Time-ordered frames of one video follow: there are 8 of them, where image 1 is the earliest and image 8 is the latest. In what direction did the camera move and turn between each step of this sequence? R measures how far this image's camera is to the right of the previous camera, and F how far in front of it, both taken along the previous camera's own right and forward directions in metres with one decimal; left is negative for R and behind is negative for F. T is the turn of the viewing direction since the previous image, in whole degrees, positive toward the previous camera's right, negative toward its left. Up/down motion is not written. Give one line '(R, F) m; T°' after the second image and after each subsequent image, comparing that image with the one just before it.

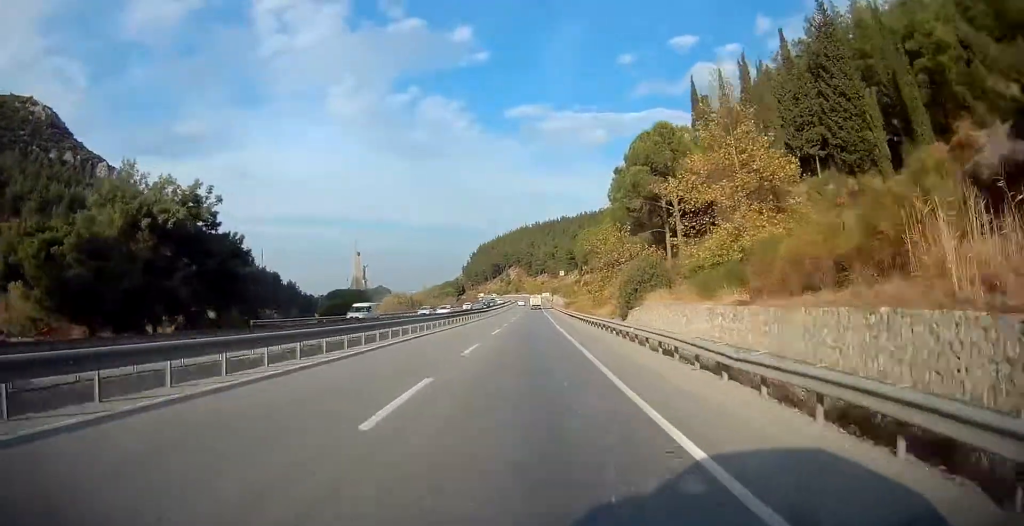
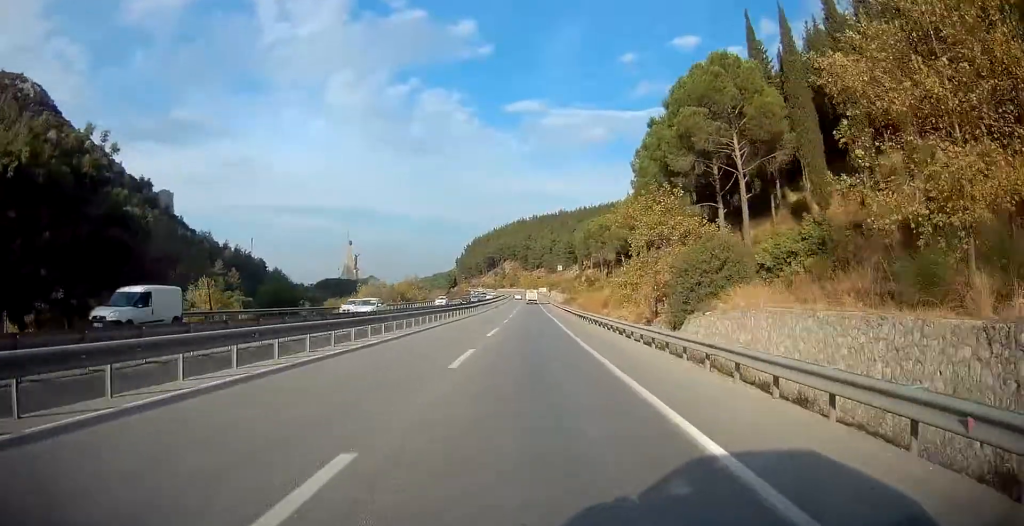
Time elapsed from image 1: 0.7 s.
(+0.2, +15.8) m; +1°
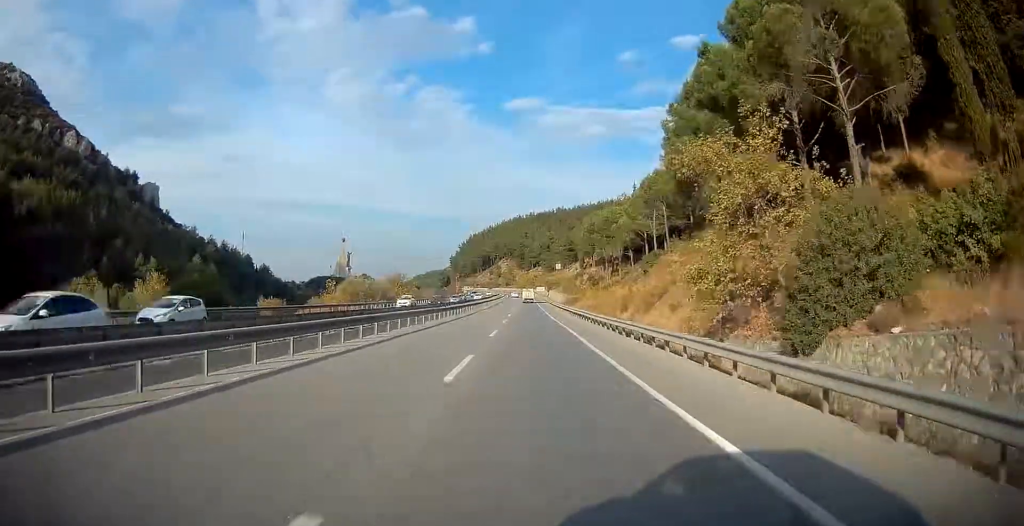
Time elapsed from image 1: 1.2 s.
(+0.1, +14.1) m; +1°
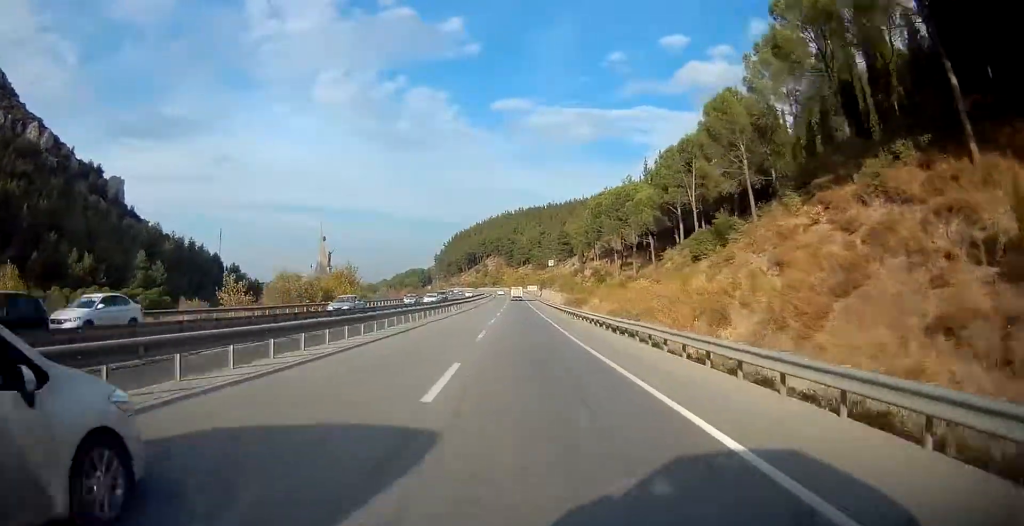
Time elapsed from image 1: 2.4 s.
(+0.2, +26.9) m; 0°
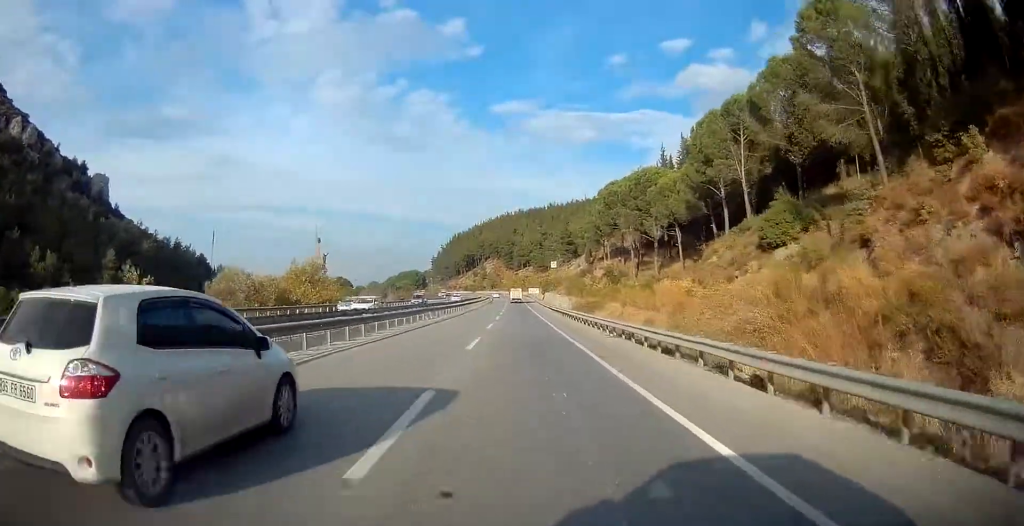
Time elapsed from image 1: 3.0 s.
(-0.1, +15.2) m; 0°
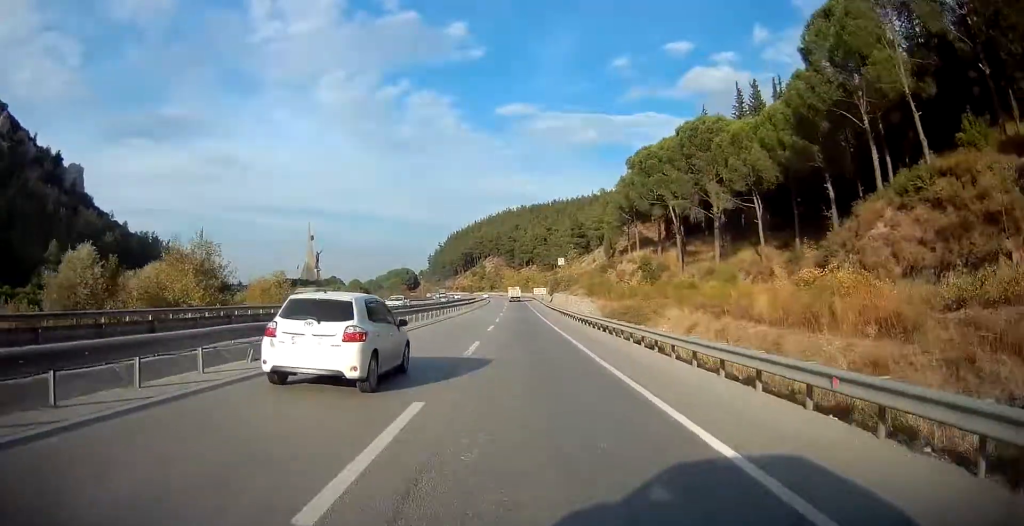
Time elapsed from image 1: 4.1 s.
(0.0, +25.9) m; 0°
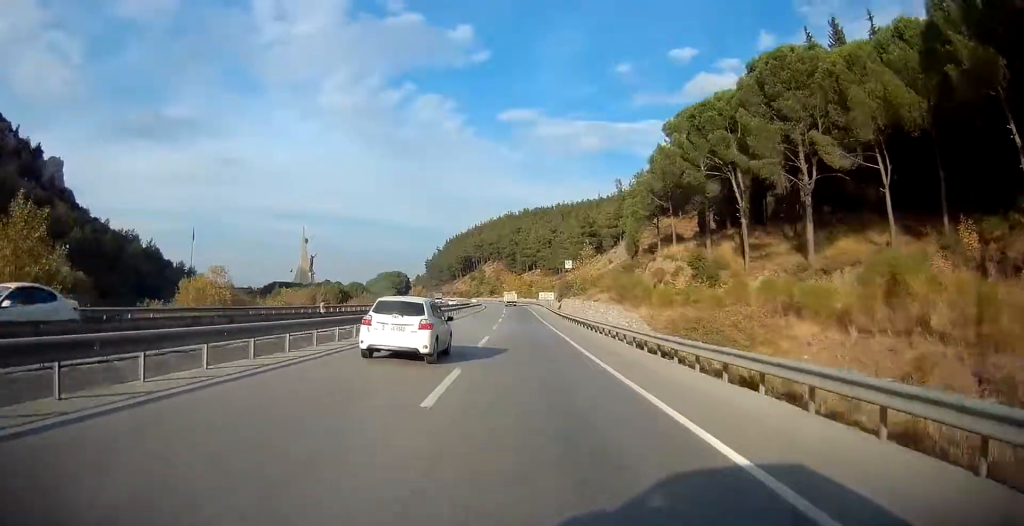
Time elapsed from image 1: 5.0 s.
(-0.1, +19.5) m; 0°
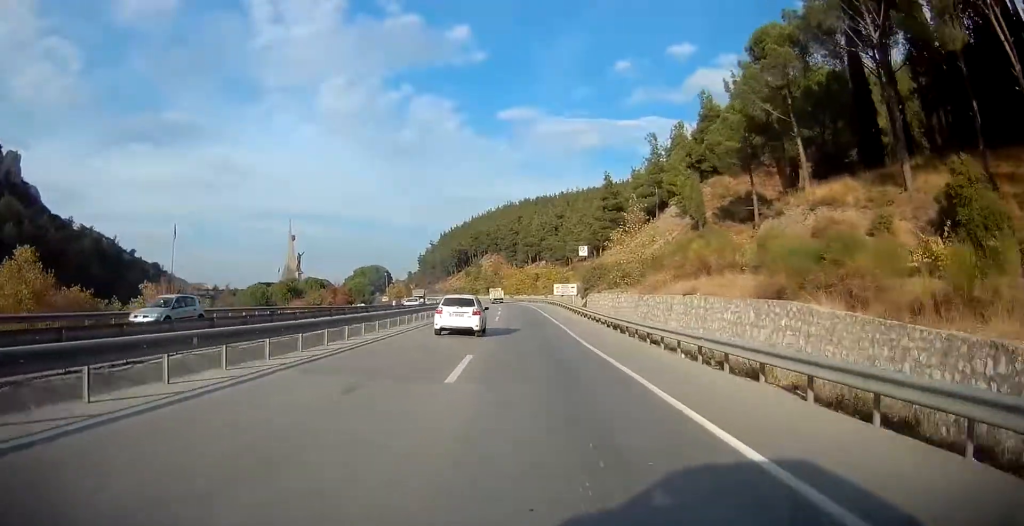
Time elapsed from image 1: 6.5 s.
(-0.1, +33.9) m; 0°
